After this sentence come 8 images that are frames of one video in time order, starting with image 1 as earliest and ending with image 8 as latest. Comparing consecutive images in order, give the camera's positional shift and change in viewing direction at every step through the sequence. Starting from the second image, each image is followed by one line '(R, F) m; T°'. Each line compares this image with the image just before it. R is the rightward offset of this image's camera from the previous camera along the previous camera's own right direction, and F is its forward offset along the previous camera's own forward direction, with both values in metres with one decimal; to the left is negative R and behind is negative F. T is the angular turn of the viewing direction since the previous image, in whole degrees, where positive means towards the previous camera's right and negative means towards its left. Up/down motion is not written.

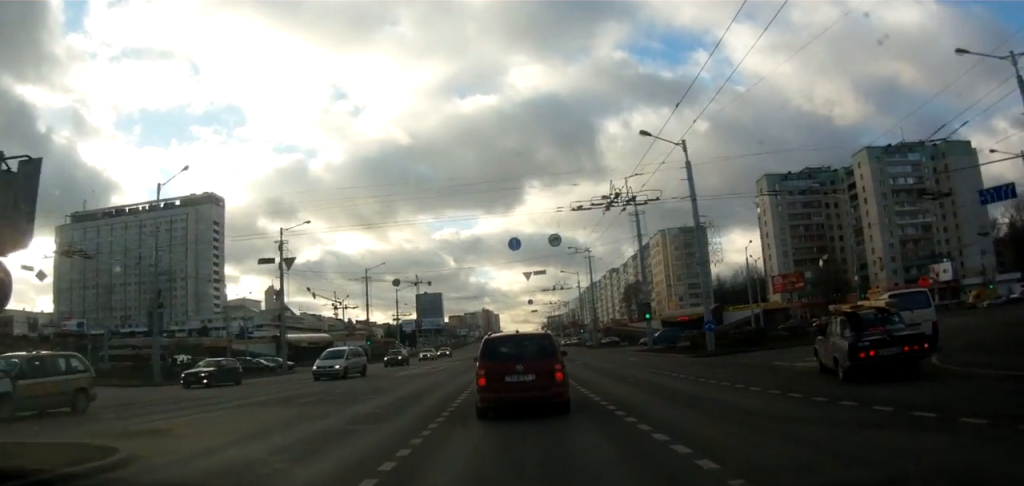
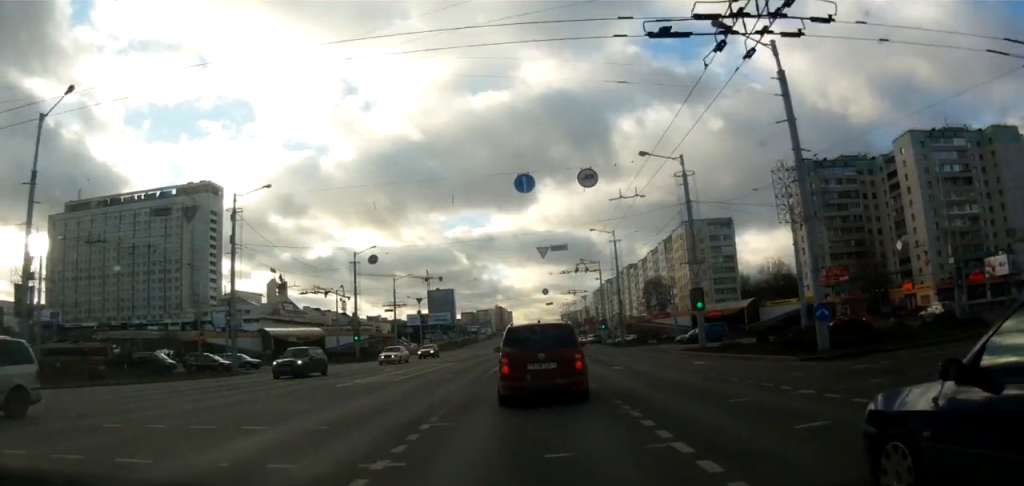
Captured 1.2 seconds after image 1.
(-0.3, +12.4) m; -3°
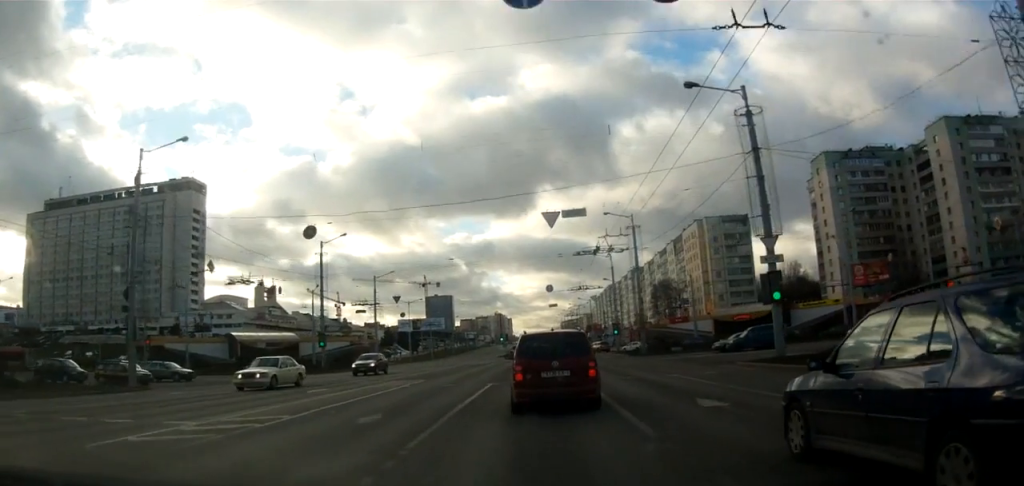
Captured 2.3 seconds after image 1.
(-0.2, +12.5) m; +1°
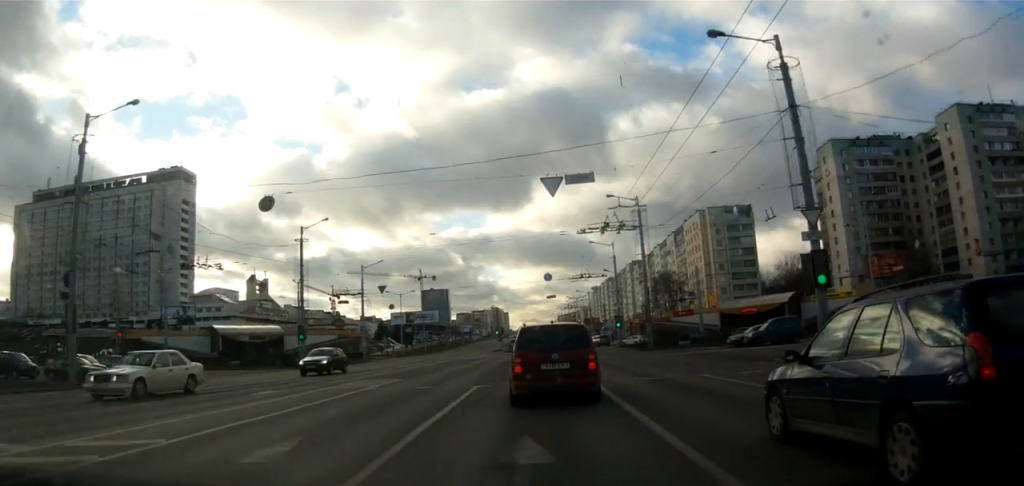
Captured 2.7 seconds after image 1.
(0.0, +4.6) m; +1°
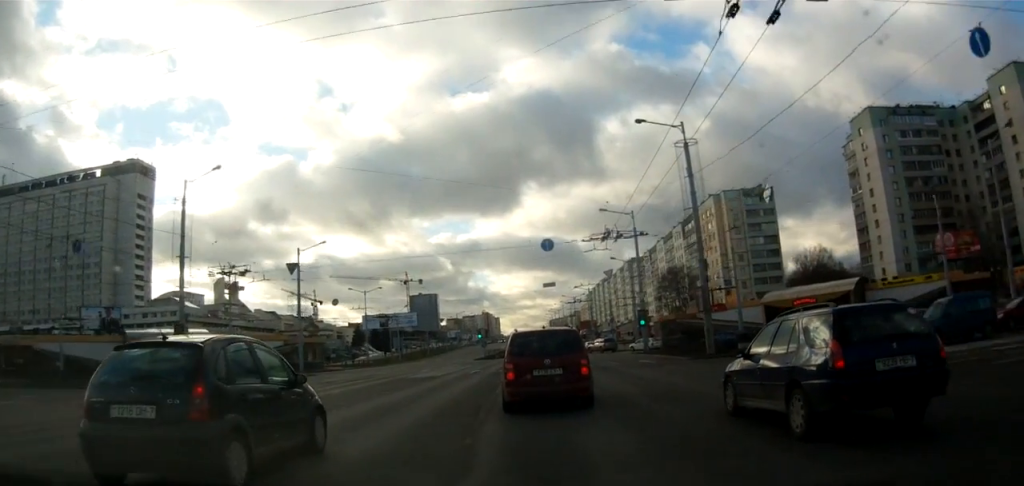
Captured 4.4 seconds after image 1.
(0.0, +20.2) m; -2°
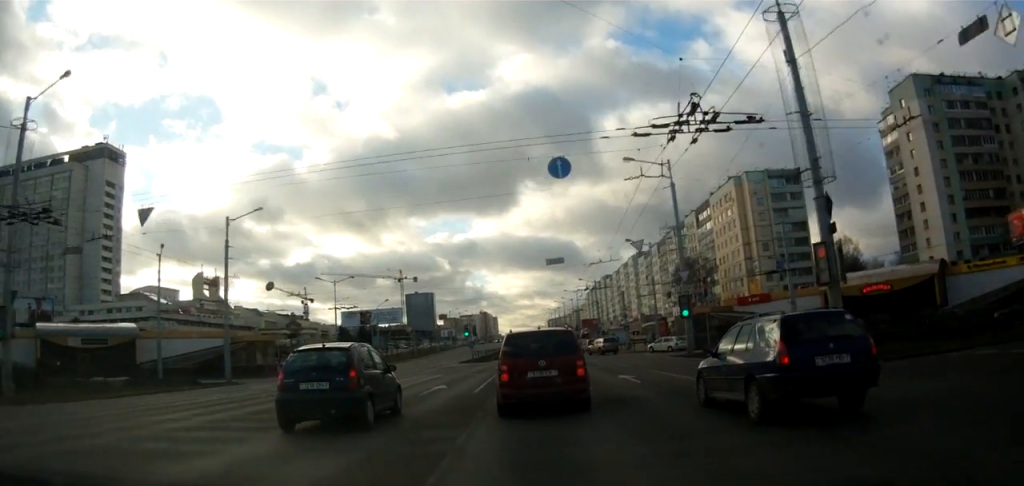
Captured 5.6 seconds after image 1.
(-0.1, +15.0) m; 0°
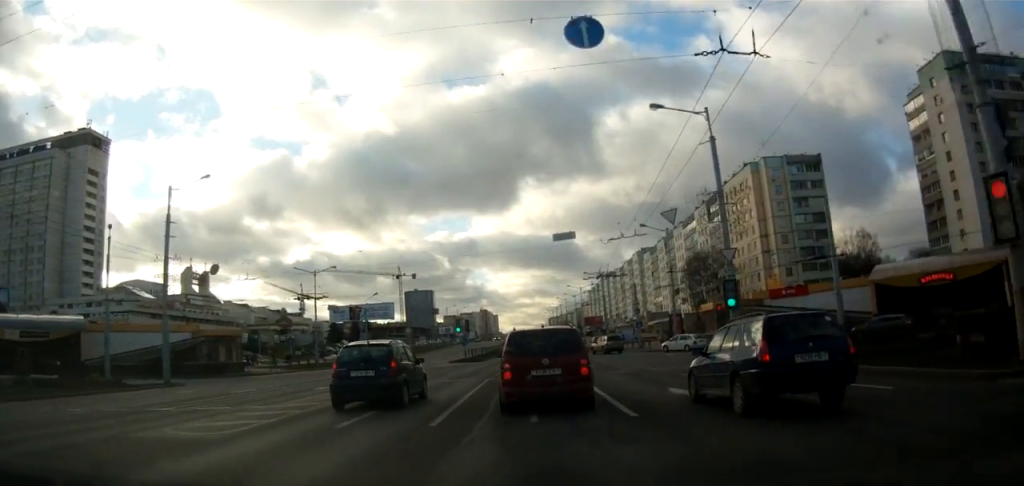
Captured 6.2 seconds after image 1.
(0.0, +8.1) m; +2°
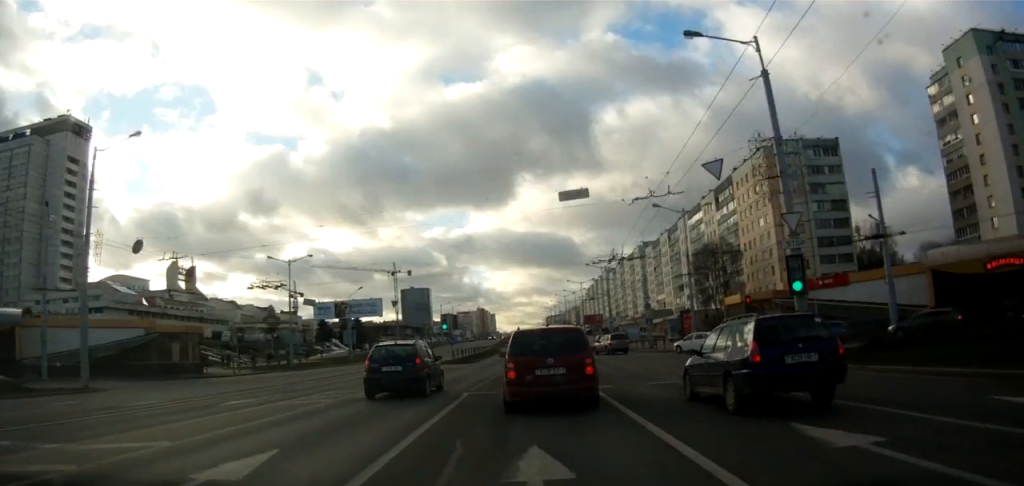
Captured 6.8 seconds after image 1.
(0.0, +7.6) m; +2°
